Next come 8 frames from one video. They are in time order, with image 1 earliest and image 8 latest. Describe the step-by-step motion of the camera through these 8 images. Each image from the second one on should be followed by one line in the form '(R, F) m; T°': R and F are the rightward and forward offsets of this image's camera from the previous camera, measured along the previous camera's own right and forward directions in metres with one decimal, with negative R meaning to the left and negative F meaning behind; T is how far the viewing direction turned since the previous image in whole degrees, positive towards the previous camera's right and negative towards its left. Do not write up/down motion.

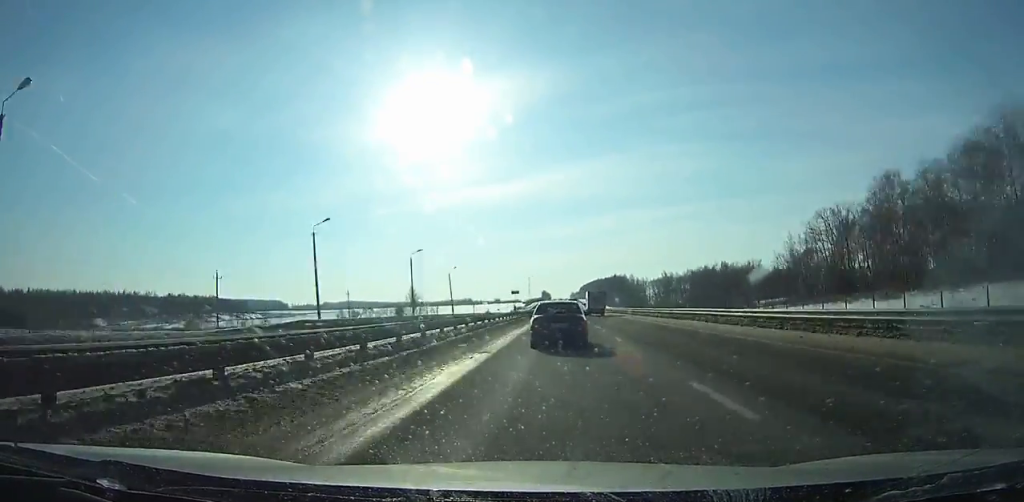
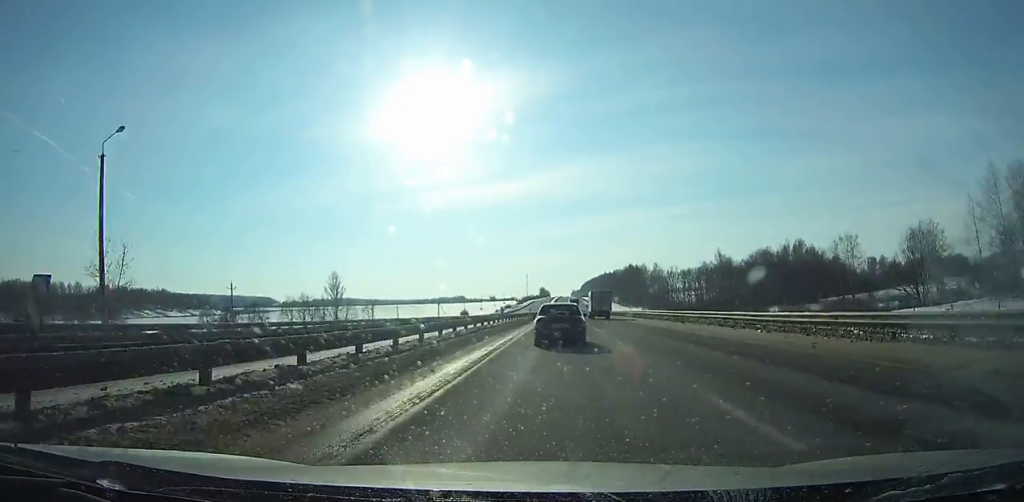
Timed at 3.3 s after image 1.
(-0.1, +97.8) m; 0°
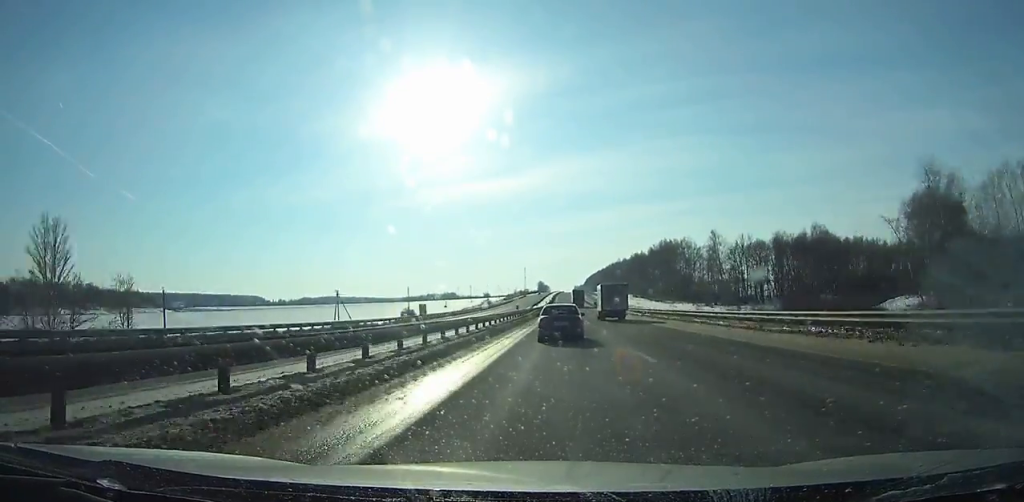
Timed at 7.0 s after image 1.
(-0.3, +112.1) m; 0°
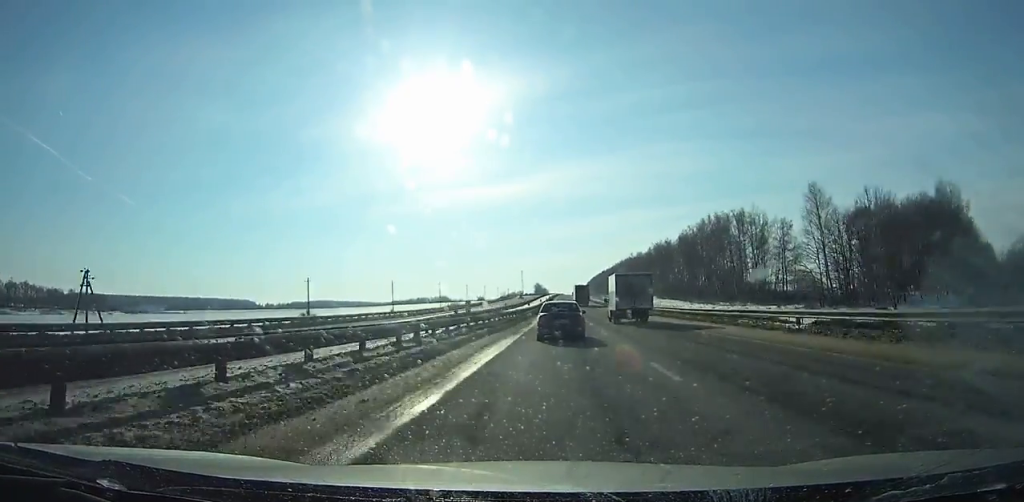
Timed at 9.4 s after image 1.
(0.0, +73.9) m; 0°
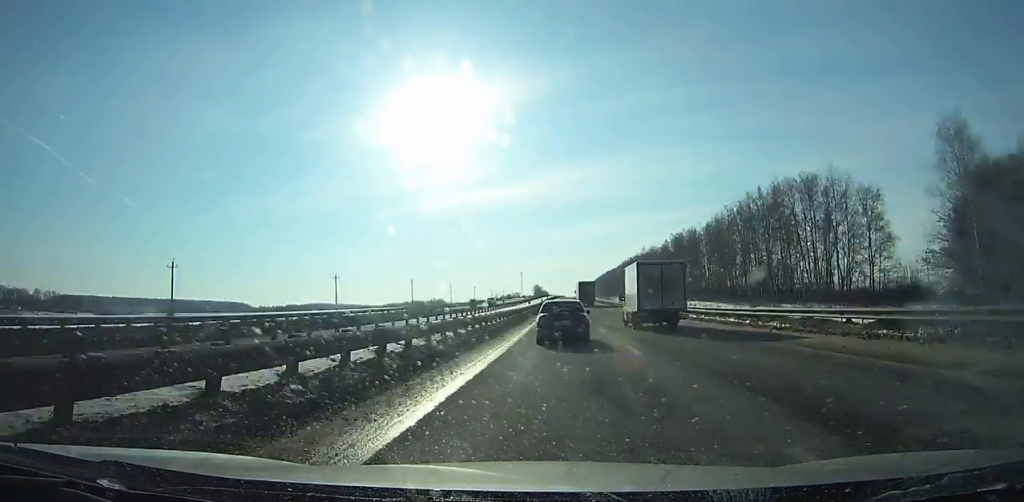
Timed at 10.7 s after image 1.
(0.0, +40.2) m; 0°
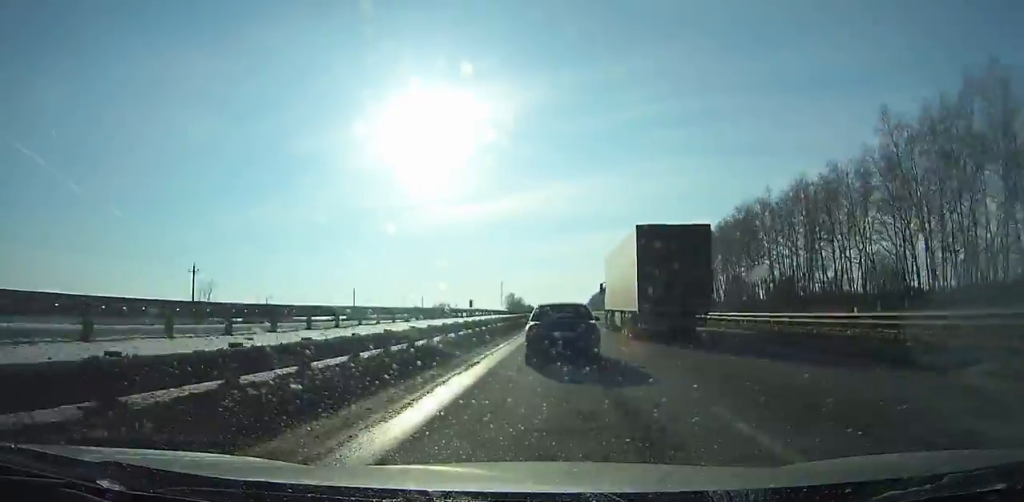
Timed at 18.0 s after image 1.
(+1.7, +221.7) m; +1°
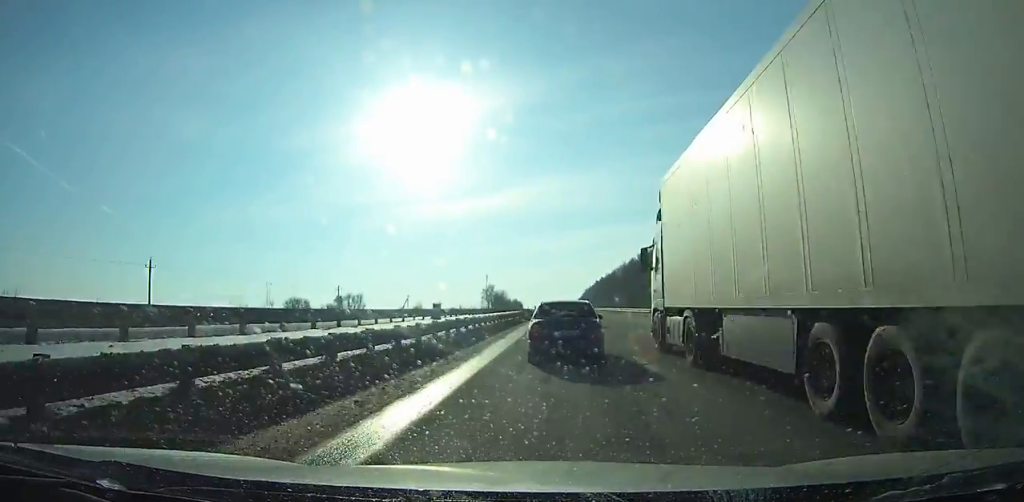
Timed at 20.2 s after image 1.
(+0.3, +65.3) m; 0°
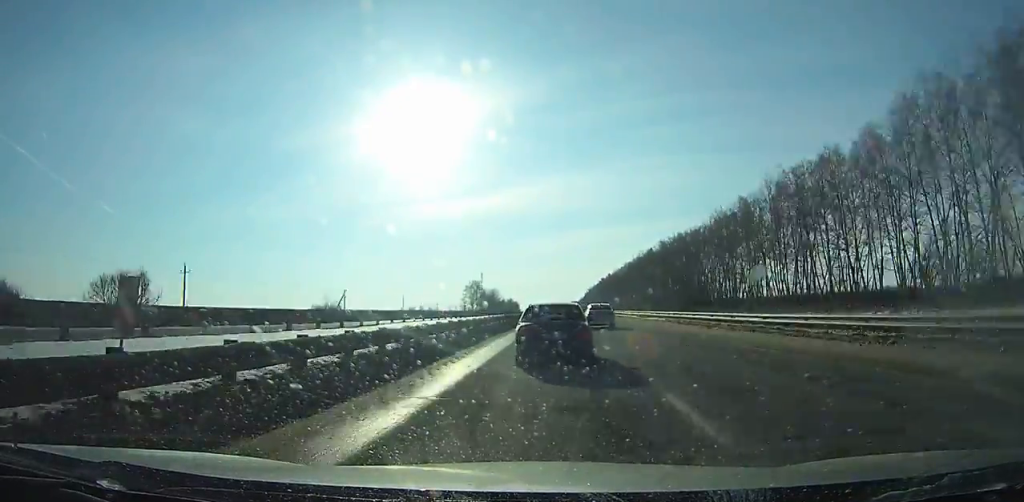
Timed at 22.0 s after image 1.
(+0.5, +53.2) m; 0°
